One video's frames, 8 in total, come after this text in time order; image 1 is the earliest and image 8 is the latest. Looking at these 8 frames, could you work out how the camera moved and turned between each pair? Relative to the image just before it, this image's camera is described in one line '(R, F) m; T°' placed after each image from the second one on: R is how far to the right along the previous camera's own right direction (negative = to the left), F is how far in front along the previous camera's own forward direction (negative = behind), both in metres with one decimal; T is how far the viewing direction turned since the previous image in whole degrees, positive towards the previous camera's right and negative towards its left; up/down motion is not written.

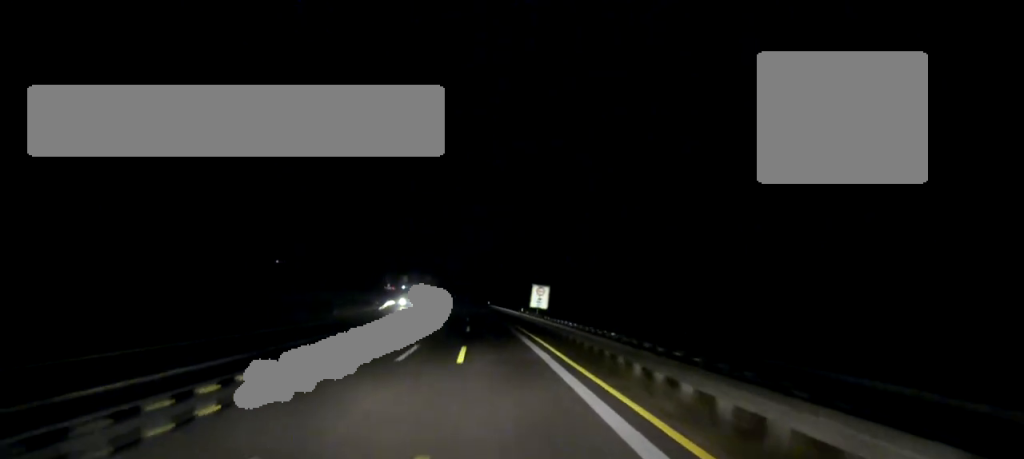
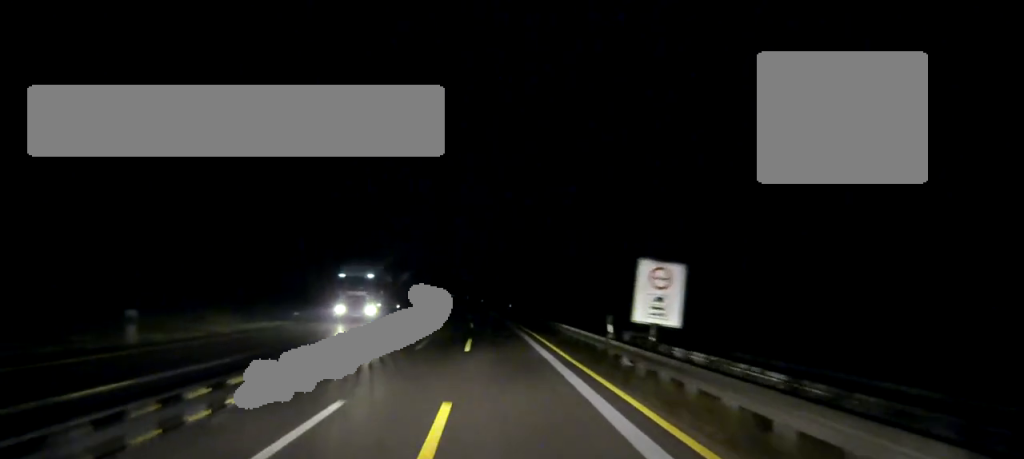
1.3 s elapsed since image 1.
(-0.4, +32.3) m; -1°
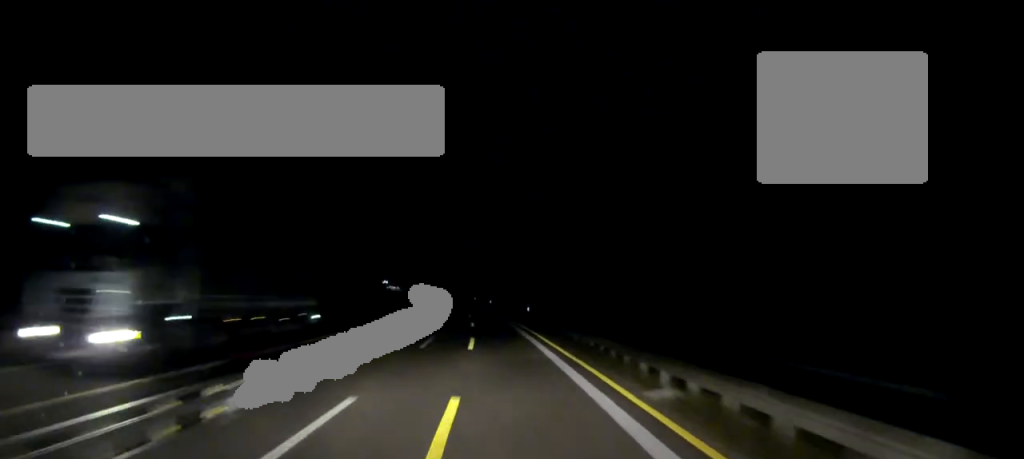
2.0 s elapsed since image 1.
(-0.1, +17.2) m; -1°
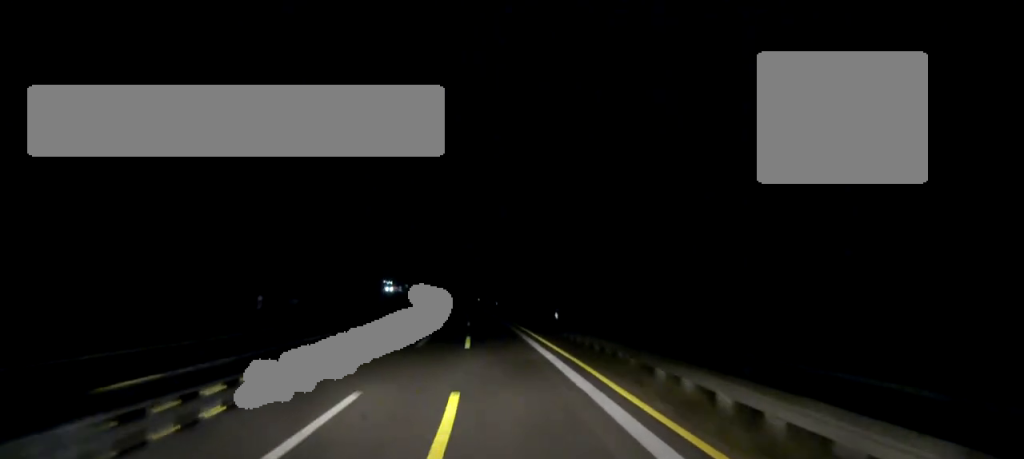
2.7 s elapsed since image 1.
(-0.1, +18.2) m; -1°
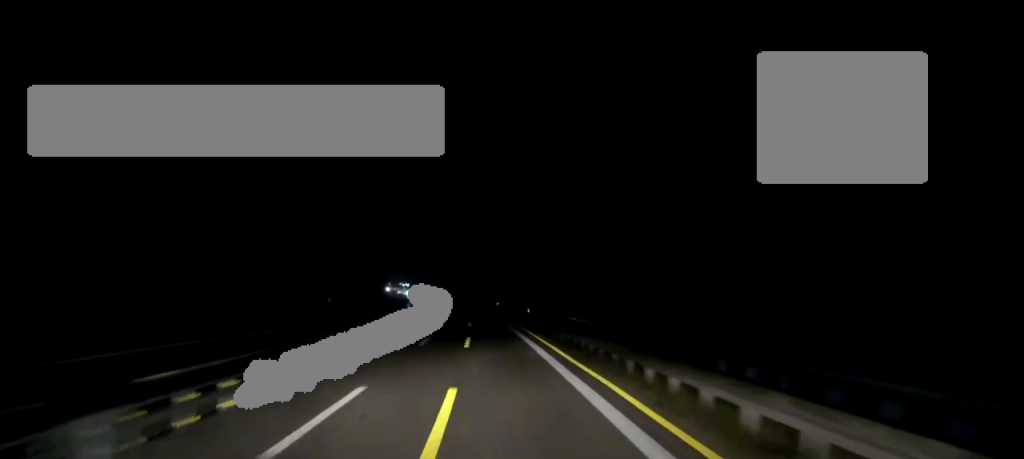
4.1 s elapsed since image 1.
(-0.3, +35.1) m; -1°
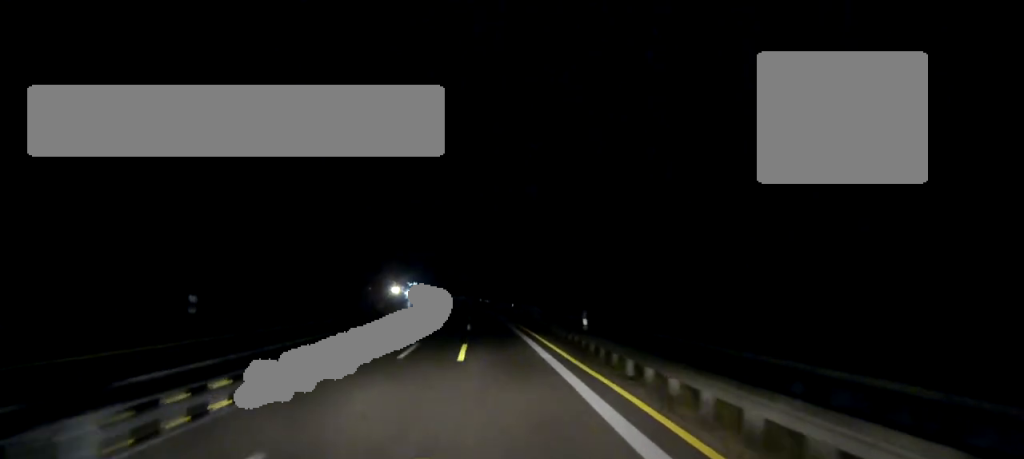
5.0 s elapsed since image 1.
(-0.2, +24.0) m; -1°
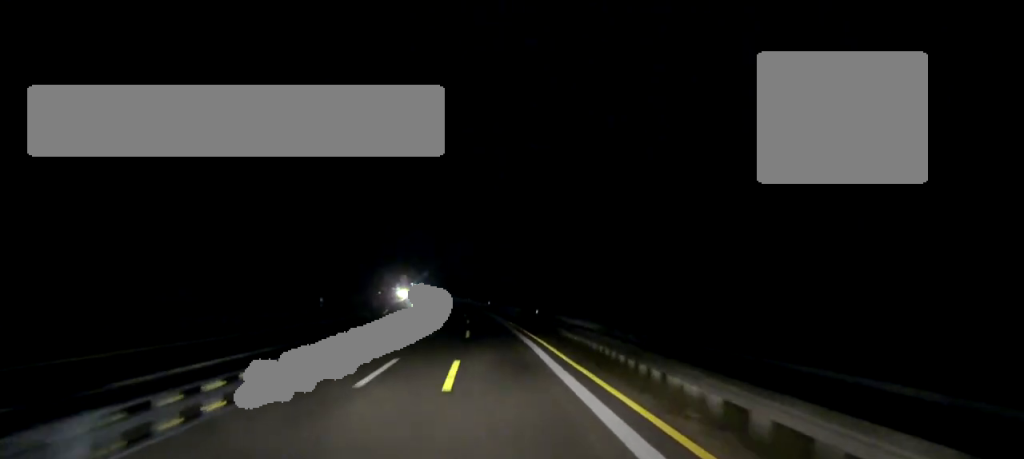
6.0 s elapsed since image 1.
(-0.2, +23.9) m; -1°
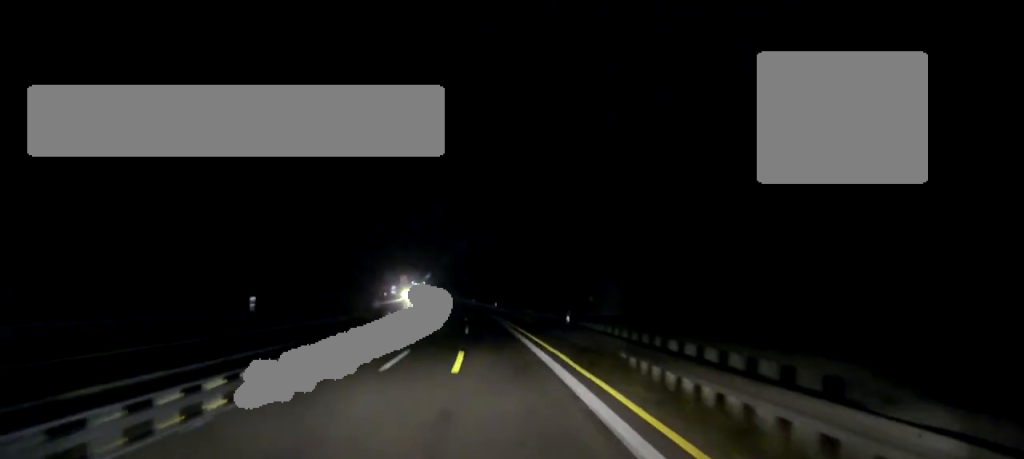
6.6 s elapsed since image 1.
(0.0, +14.9) m; 0°
